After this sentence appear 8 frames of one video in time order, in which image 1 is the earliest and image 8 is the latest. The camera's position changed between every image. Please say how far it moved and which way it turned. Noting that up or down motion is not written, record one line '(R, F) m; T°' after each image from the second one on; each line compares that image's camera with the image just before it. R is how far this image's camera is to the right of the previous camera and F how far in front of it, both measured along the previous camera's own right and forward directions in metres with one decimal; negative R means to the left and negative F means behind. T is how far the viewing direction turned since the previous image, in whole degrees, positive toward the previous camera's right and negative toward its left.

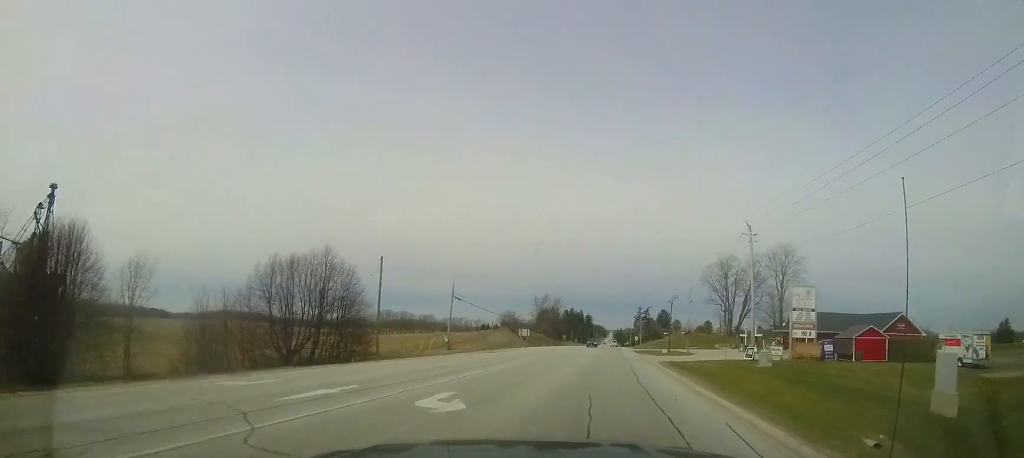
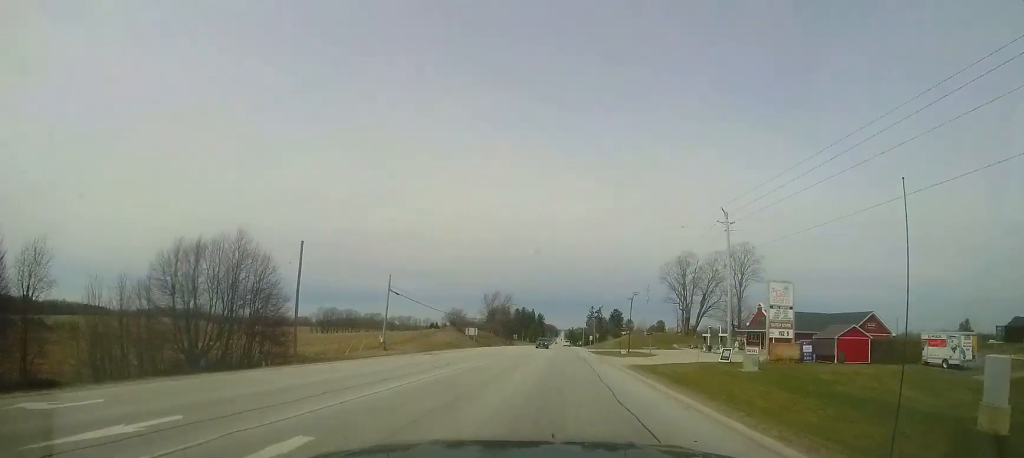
(+0.3, +3.8) m; +7°
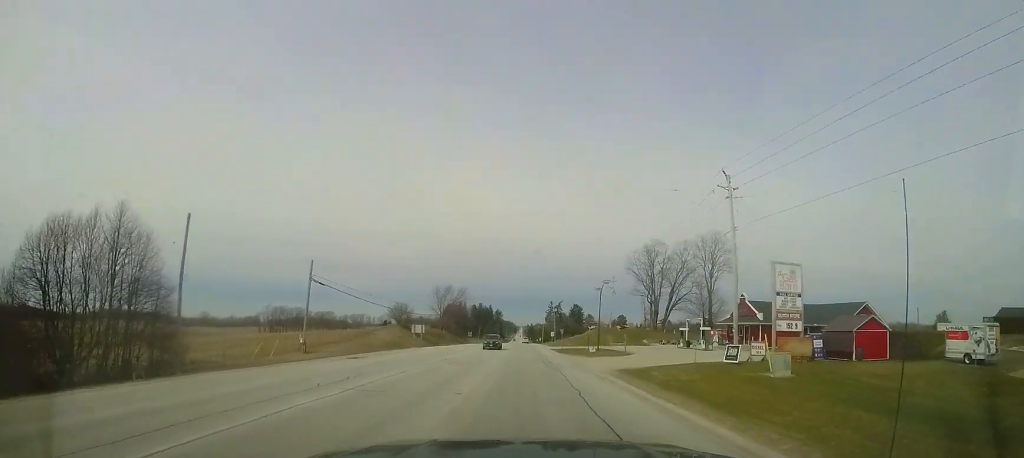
(+0.6, +5.9) m; +6°
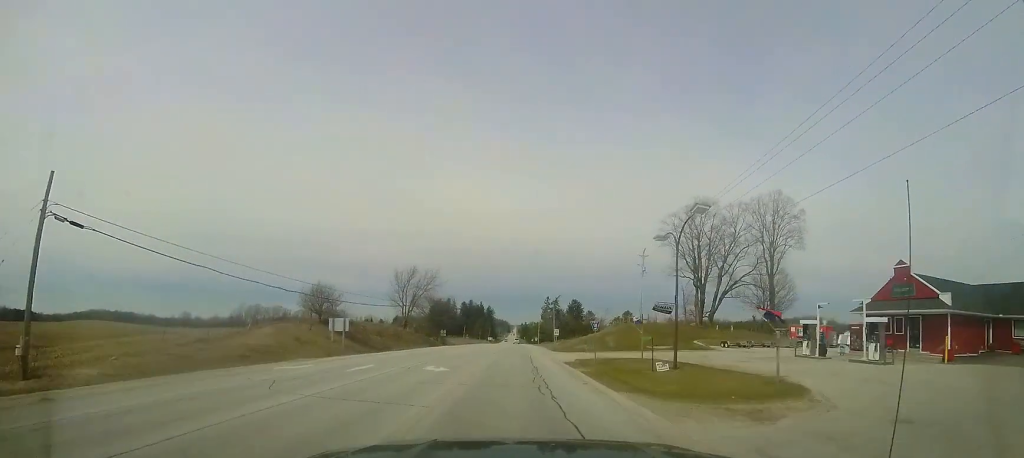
(+1.5, +21.4) m; +5°
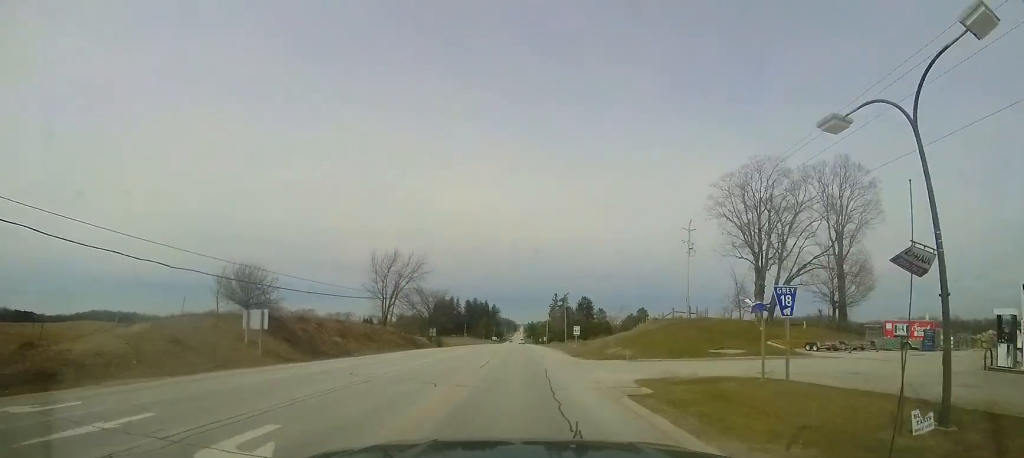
(+0.1, +13.1) m; 0°
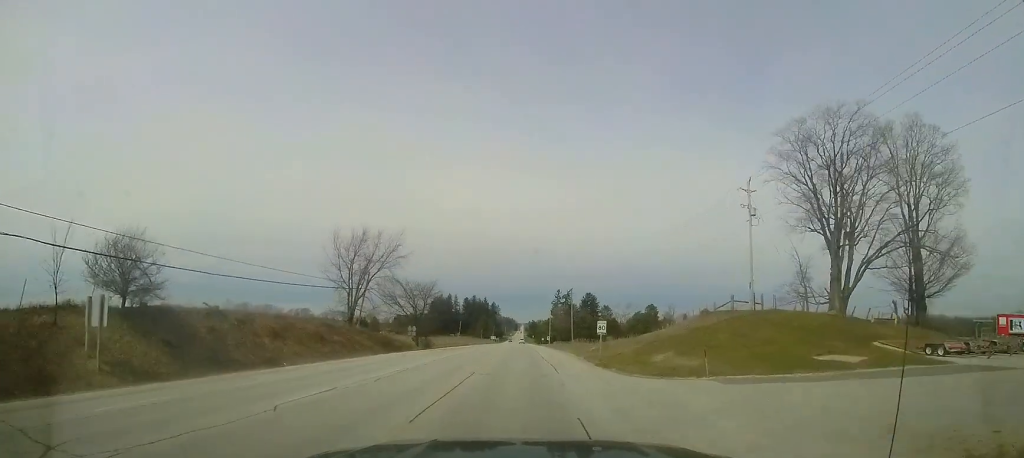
(0.0, +11.6) m; 0°
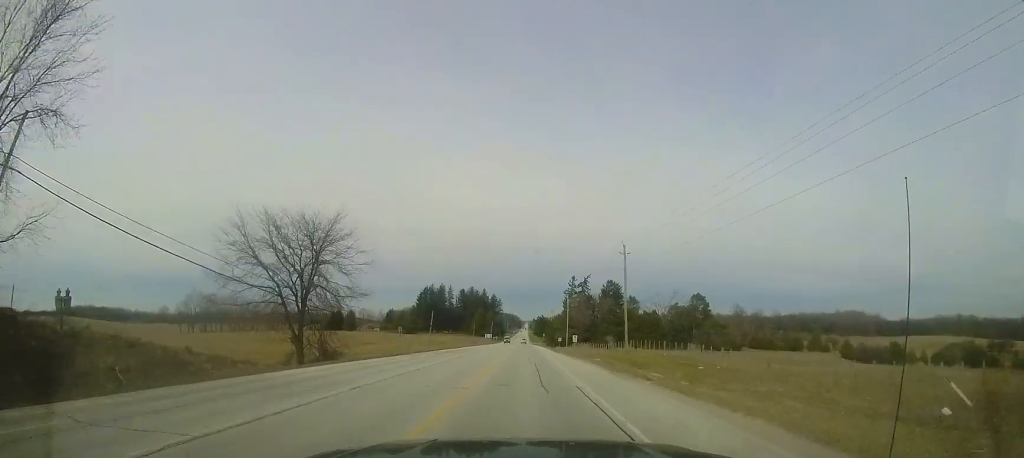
(-0.8, +41.0) m; -3°
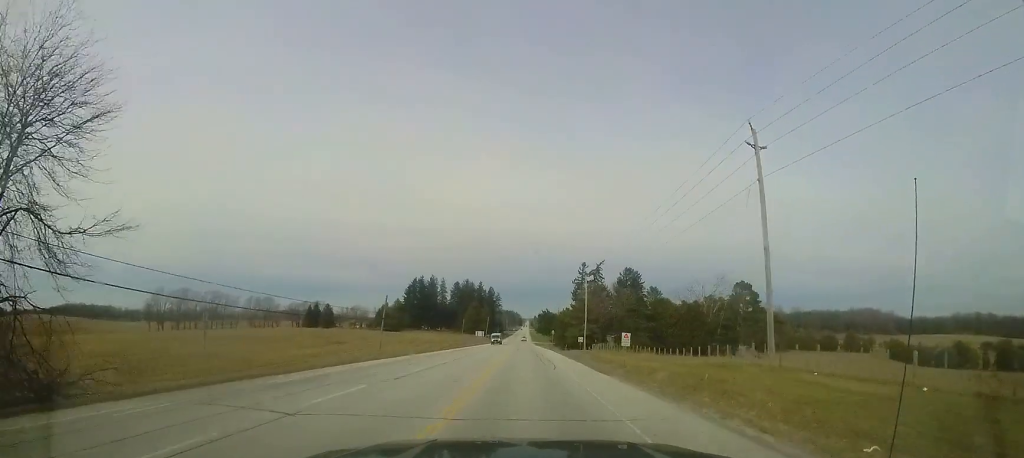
(-0.5, +26.1) m; -2°
